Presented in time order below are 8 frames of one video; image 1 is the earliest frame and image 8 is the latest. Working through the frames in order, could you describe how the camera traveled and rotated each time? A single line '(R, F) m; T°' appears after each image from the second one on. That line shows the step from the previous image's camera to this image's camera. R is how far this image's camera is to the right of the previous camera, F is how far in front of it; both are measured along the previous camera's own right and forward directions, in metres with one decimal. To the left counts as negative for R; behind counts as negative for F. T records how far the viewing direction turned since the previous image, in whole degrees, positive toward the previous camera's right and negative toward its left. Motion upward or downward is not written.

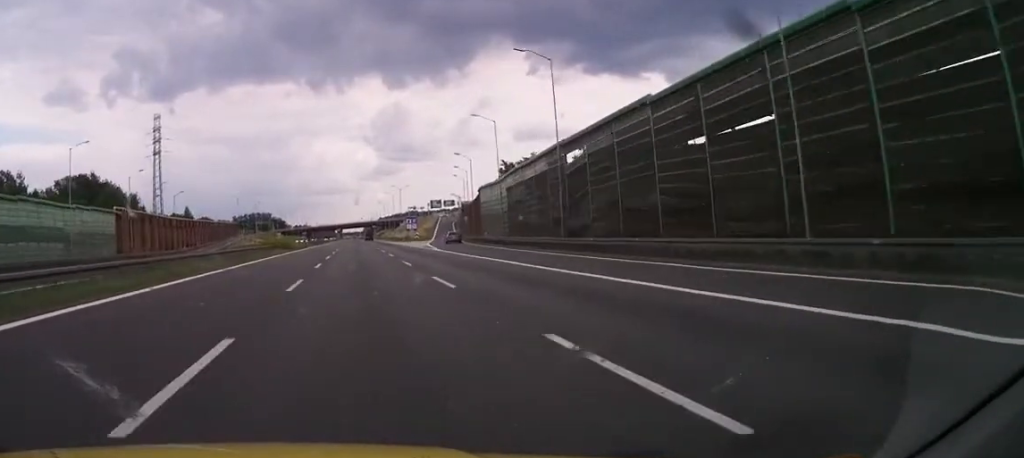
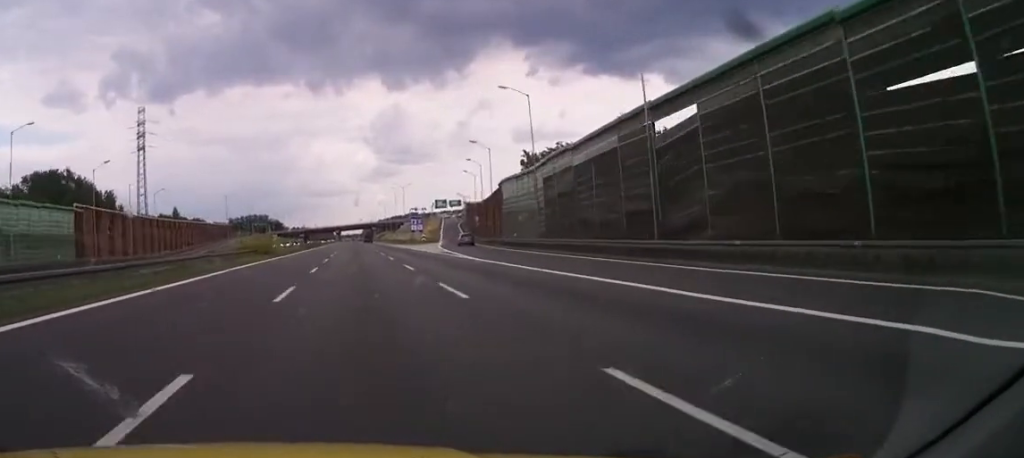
(-0.1, +13.8) m; 0°
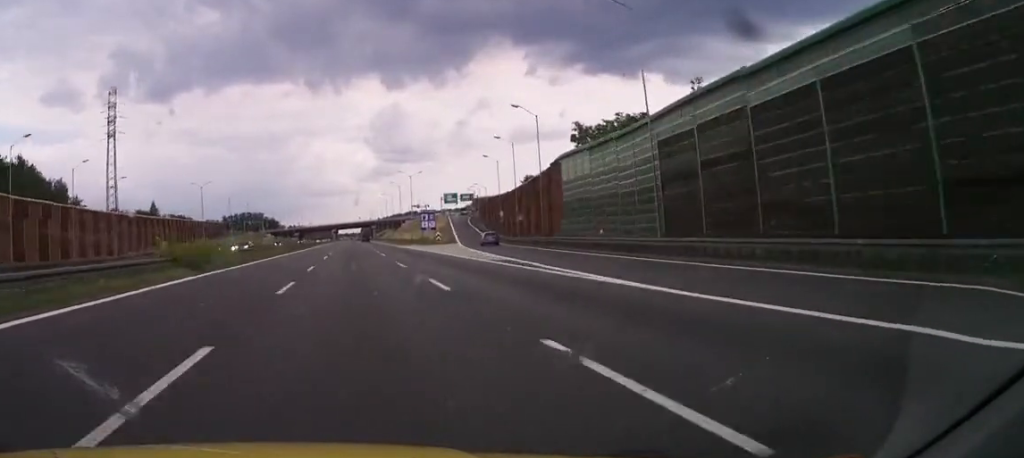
(0.0, +22.0) m; 0°
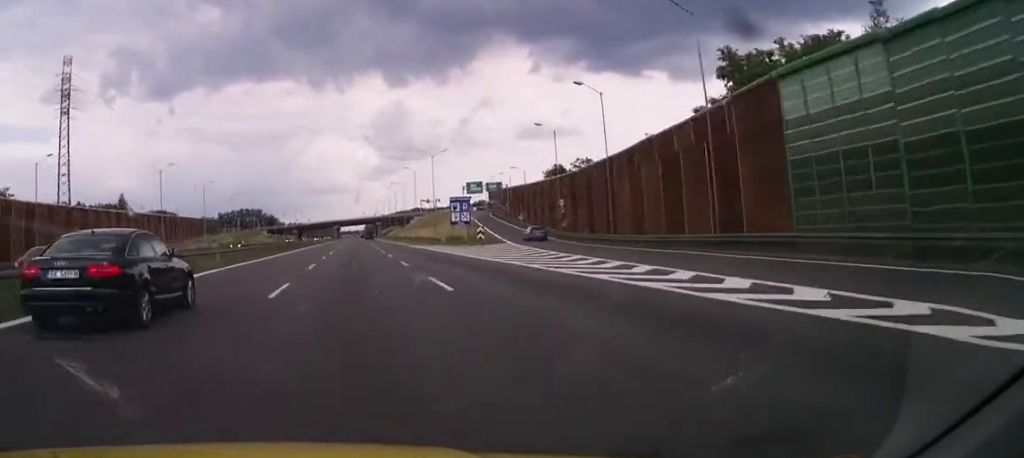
(0.0, +29.0) m; 0°
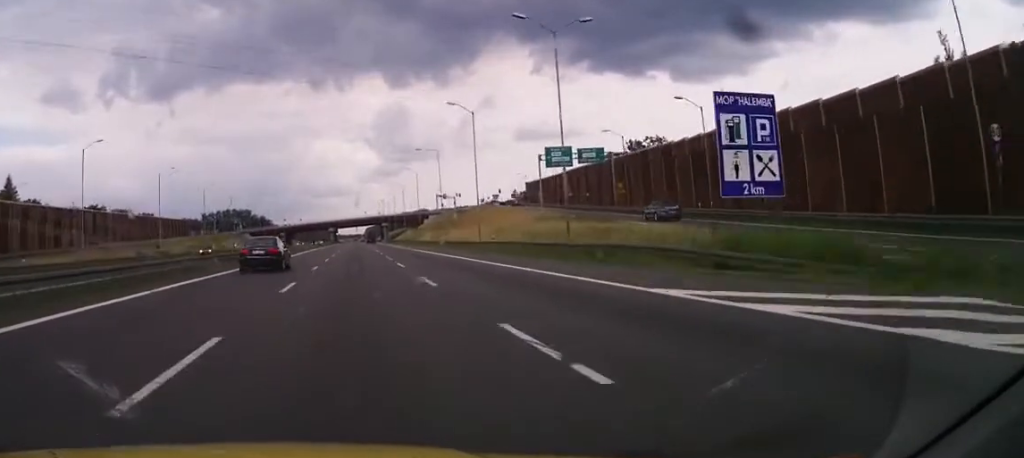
(+0.8, +57.1) m; +1°
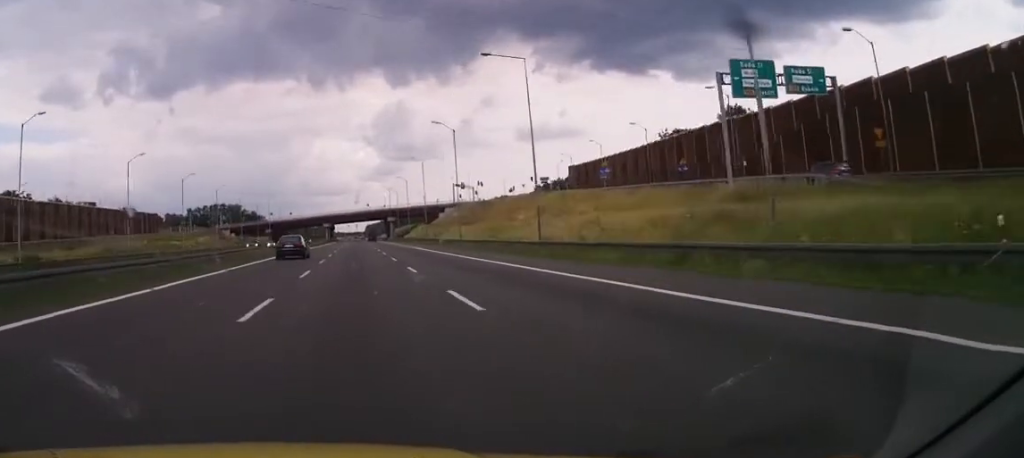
(-0.3, +42.2) m; -1°
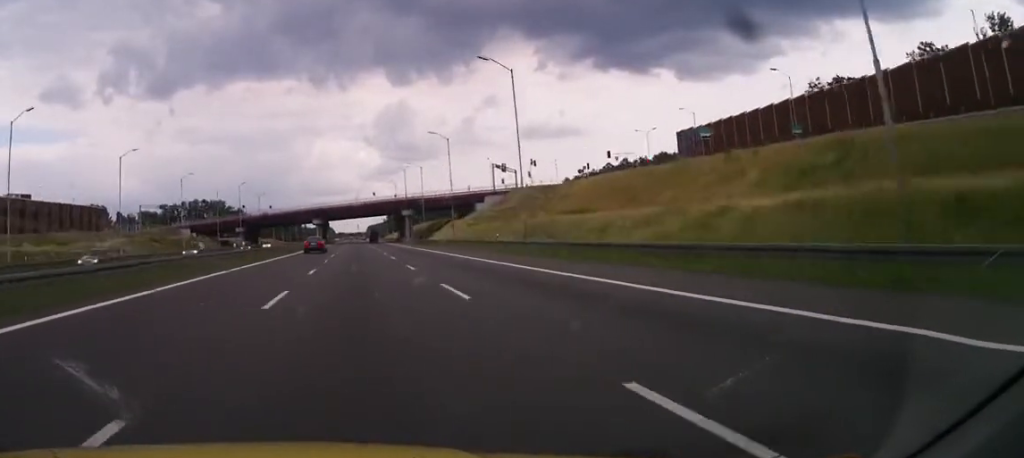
(-0.4, +57.6) m; 0°
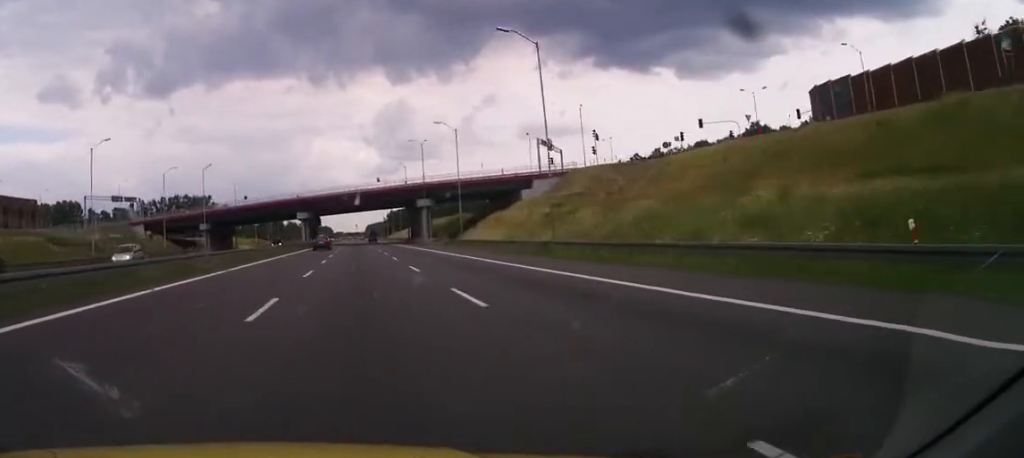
(+0.4, +37.9) m; 0°
